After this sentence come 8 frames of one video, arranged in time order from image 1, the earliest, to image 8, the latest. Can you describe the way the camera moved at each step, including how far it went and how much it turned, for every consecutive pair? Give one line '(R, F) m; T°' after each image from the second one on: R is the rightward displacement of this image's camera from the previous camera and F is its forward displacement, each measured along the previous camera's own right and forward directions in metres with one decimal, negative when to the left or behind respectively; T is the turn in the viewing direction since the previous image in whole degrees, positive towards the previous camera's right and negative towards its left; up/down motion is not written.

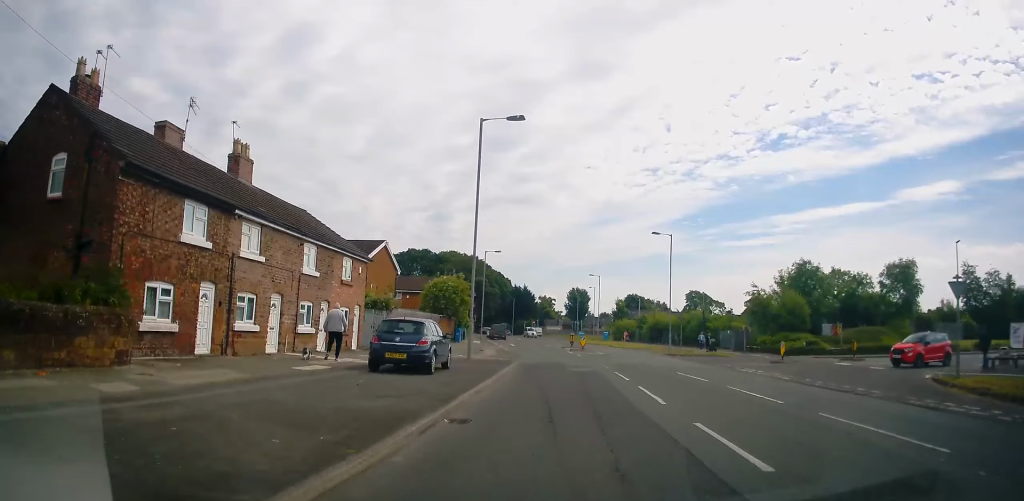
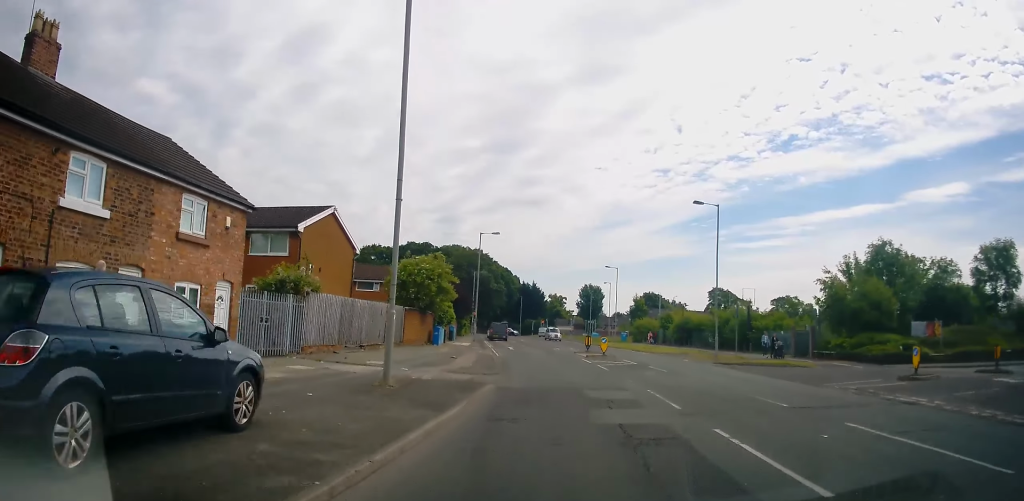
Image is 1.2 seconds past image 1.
(+0.2, +12.5) m; 0°
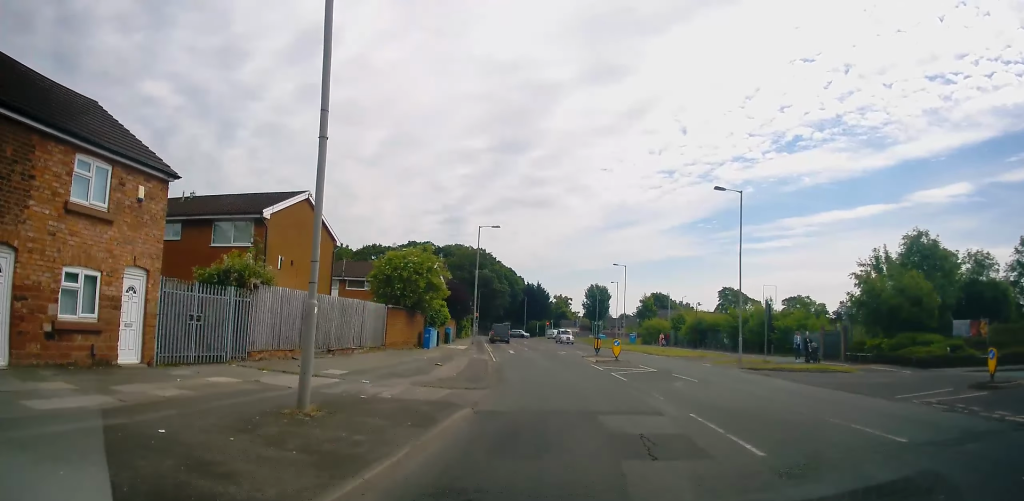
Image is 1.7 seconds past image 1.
(0.0, +4.3) m; 0°
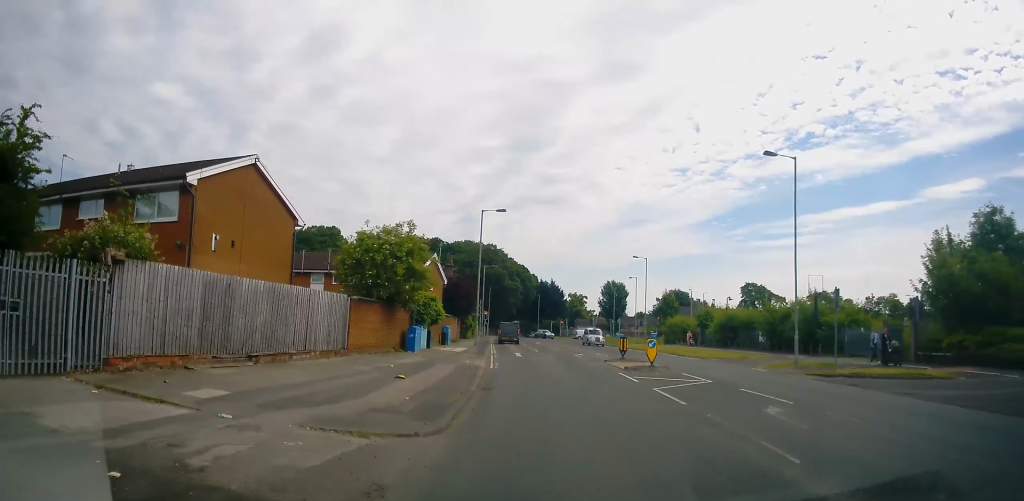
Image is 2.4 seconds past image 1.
(0.0, +6.8) m; -2°
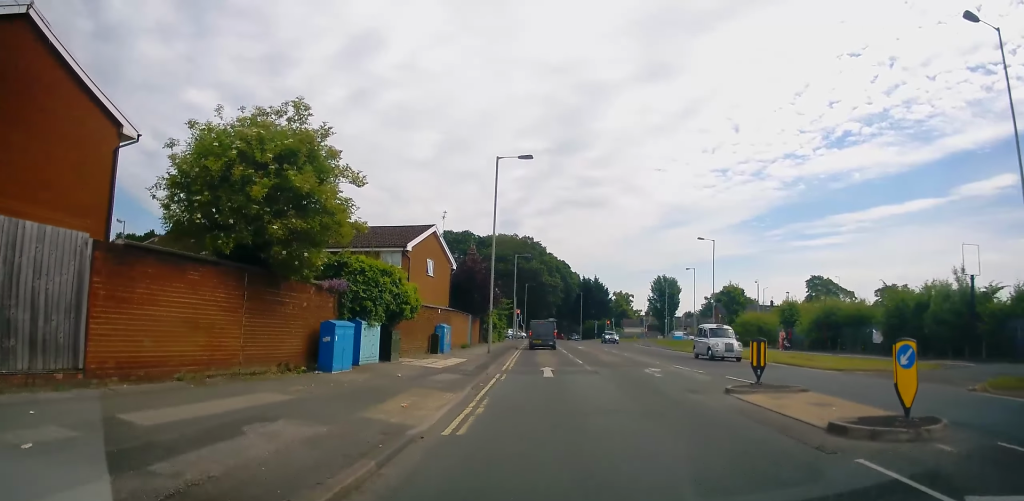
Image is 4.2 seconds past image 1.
(-0.5, +14.8) m; -3°
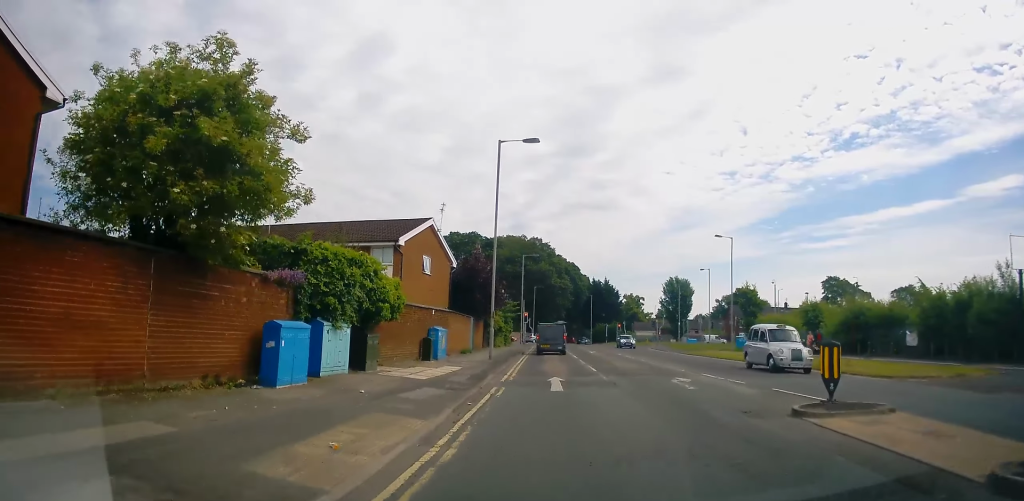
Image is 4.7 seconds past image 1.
(+0.2, +3.4) m; -1°
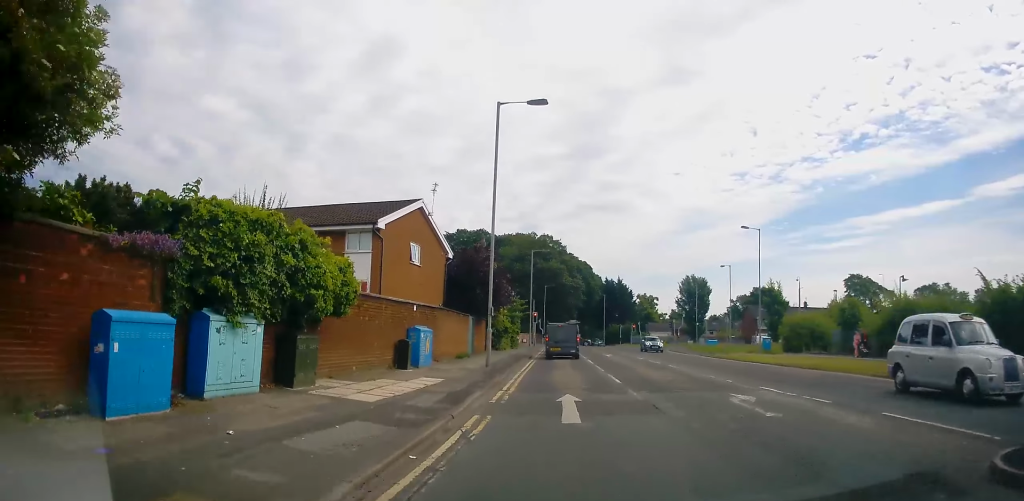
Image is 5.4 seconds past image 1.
(-0.3, +5.0) m; -2°
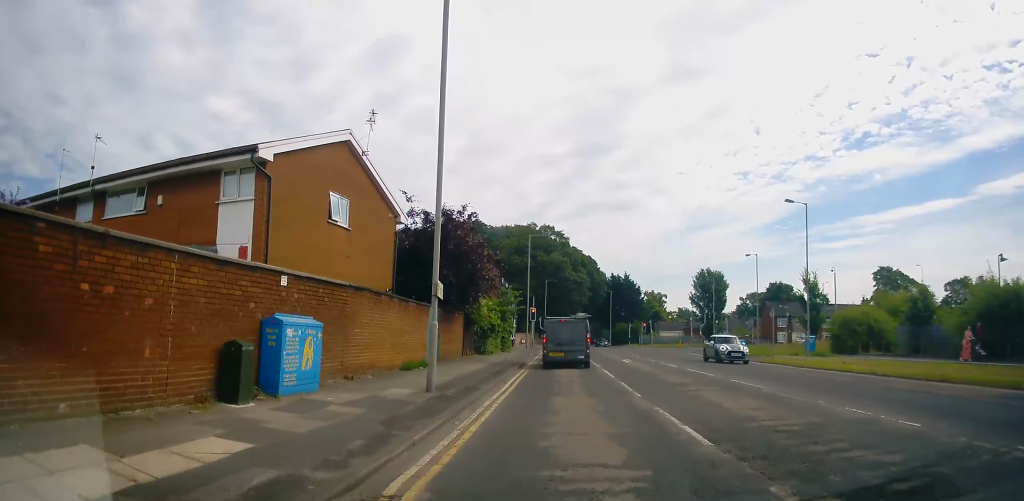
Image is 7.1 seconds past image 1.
(-0.3, +10.1) m; 0°
